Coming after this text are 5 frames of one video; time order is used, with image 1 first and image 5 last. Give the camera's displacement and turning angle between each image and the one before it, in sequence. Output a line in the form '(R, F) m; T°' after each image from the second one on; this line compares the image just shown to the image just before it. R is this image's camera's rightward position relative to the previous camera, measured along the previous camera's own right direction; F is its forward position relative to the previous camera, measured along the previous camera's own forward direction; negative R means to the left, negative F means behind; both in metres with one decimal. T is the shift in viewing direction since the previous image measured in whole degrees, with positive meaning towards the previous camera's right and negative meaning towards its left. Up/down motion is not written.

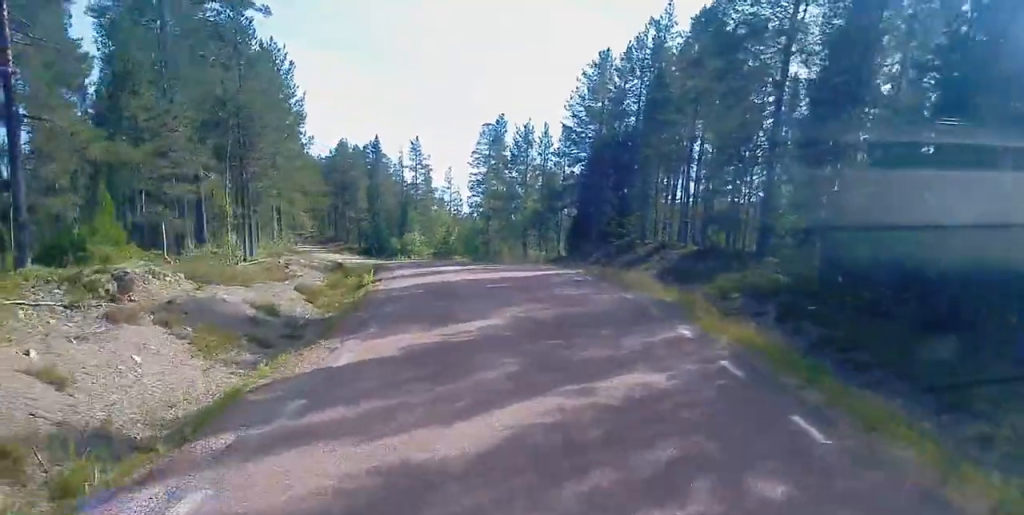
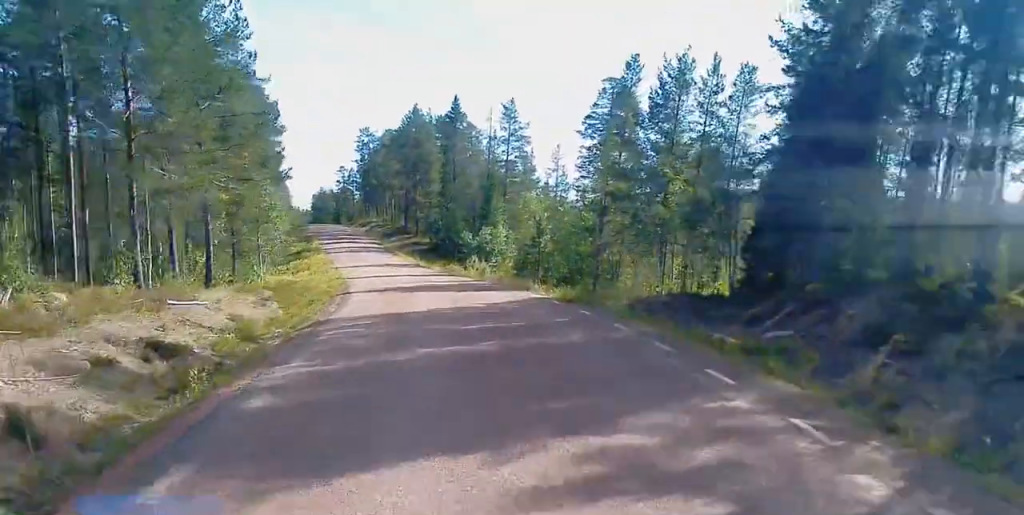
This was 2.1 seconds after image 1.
(-4.2, +25.2) m; -17°
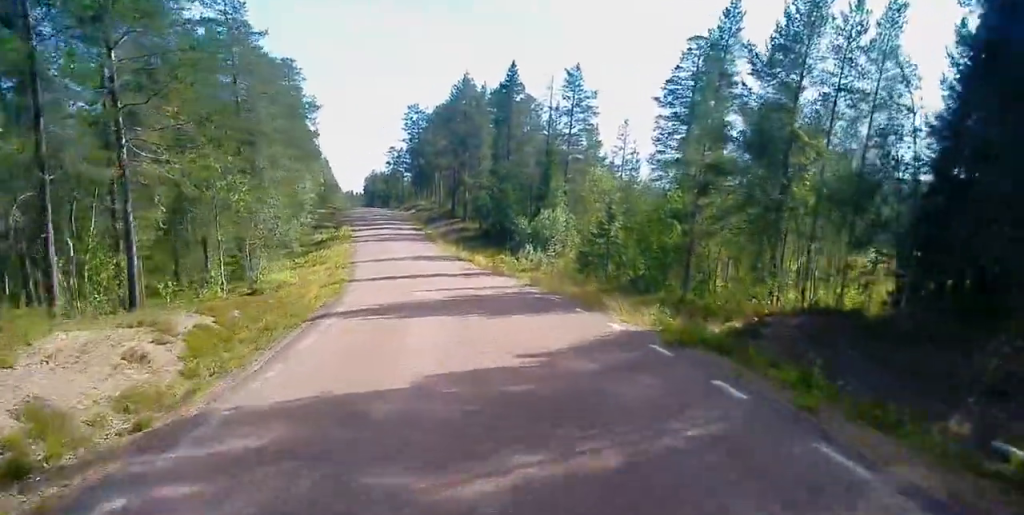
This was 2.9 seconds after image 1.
(-0.1, +10.3) m; 0°
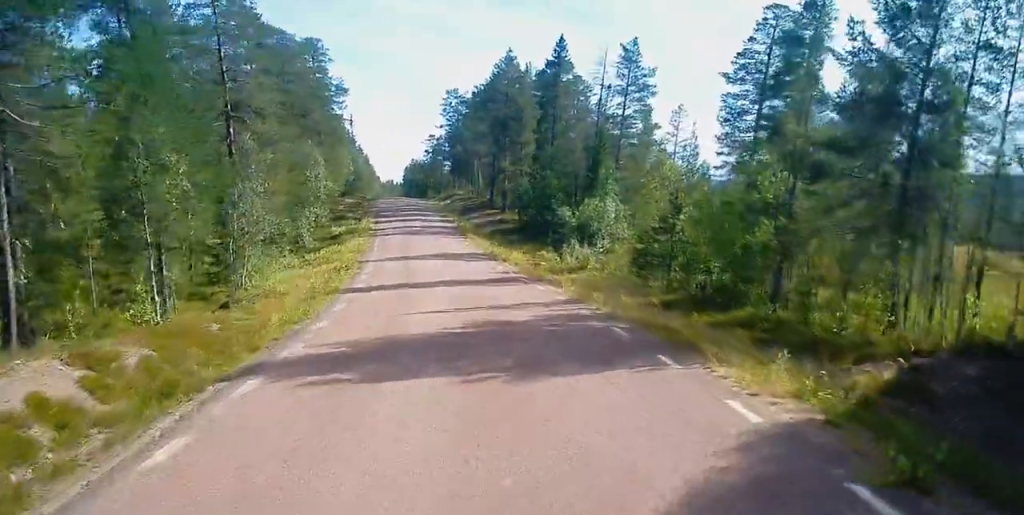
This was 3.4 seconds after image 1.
(0.0, +7.4) m; 0°
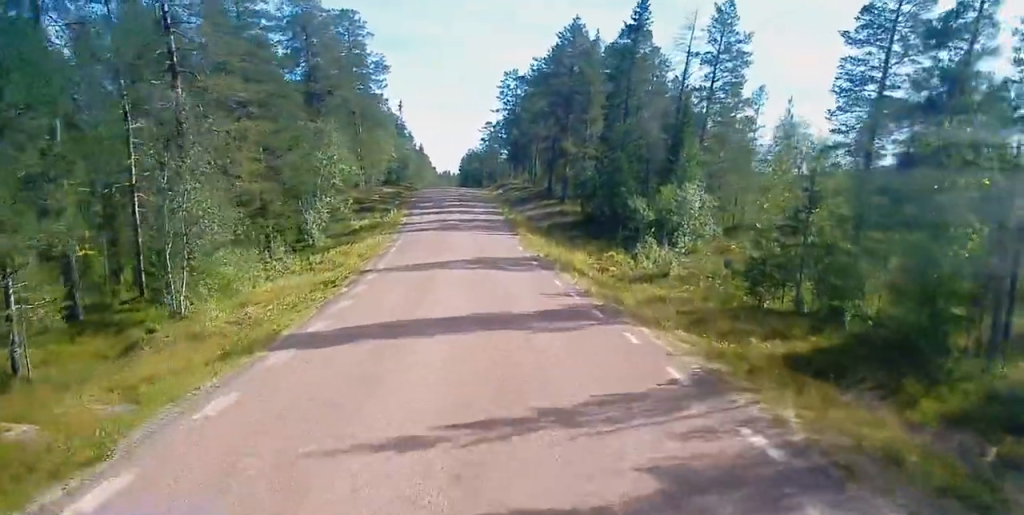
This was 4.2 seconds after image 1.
(0.0, +10.5) m; 0°
